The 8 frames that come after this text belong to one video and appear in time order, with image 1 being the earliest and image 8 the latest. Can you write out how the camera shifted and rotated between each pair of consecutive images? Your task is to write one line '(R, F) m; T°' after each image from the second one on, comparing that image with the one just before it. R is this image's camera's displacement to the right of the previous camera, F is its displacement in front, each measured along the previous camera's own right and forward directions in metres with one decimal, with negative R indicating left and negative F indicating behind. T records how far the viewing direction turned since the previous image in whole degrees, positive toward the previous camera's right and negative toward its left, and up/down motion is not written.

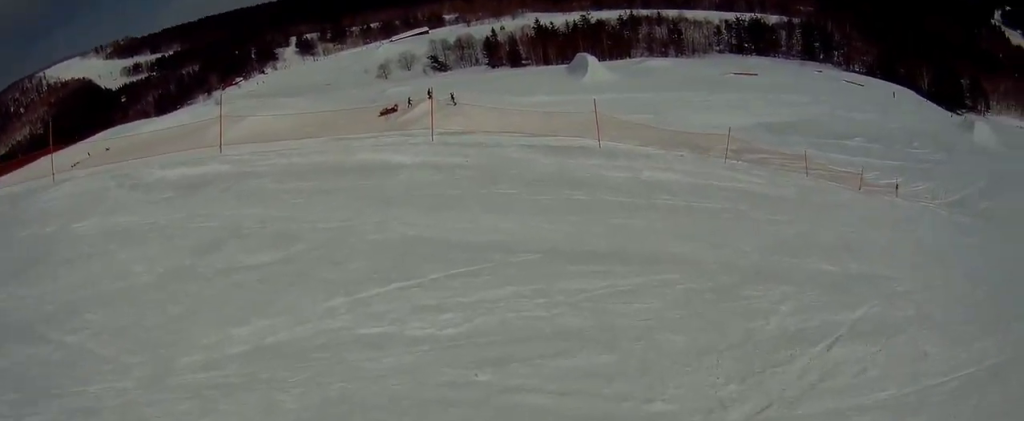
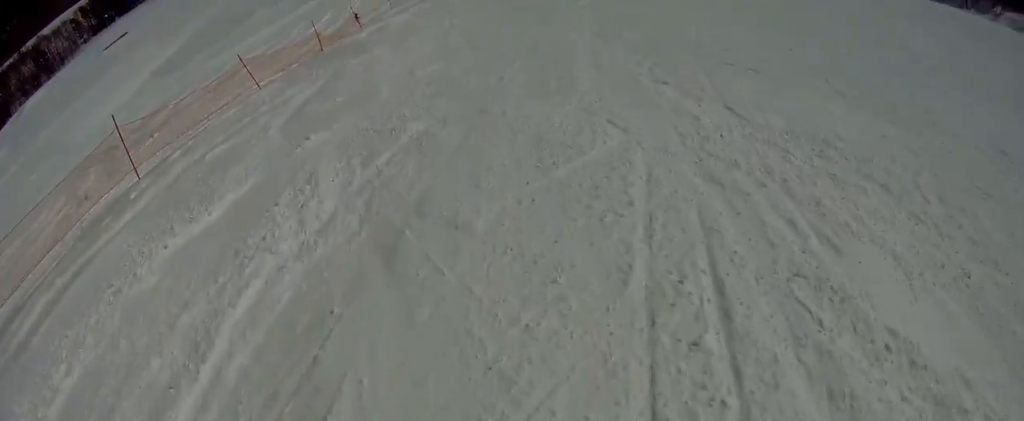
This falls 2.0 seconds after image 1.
(+5.3, +9.0) m; +42°
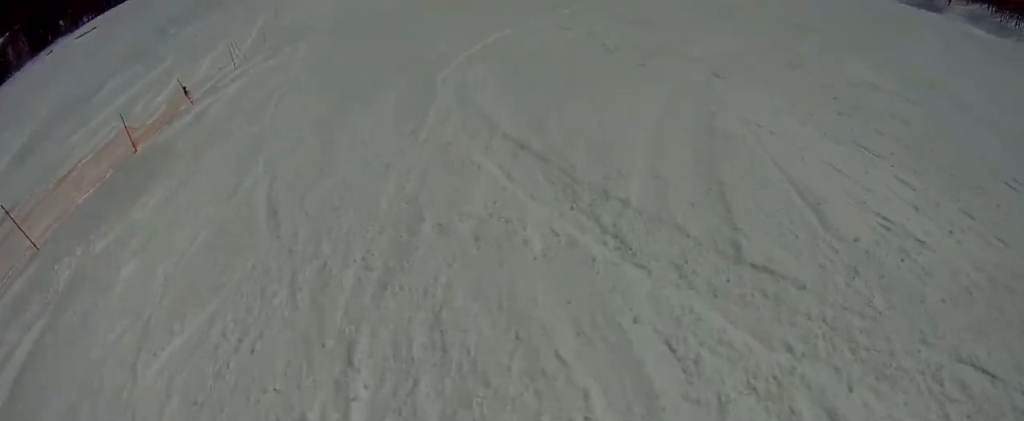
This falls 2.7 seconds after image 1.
(+0.2, +4.6) m; +1°
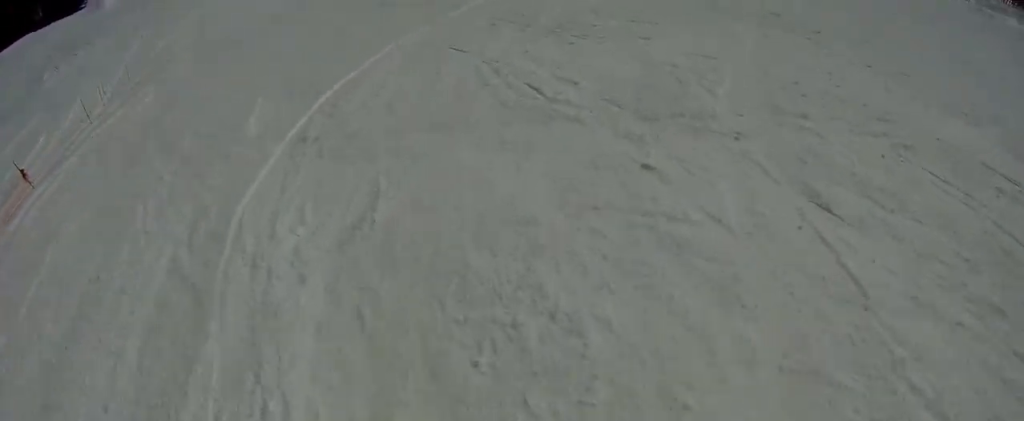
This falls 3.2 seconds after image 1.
(-0.6, +3.1) m; +4°
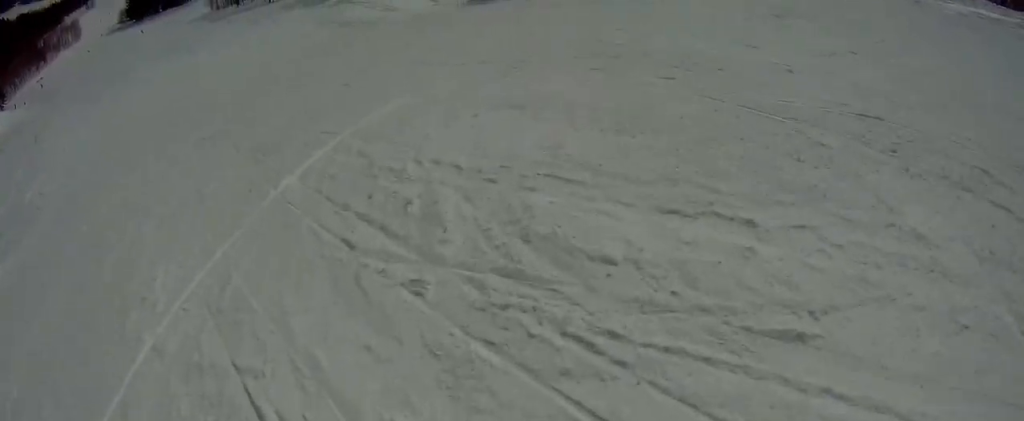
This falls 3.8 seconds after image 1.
(+0.3, +3.4) m; +11°
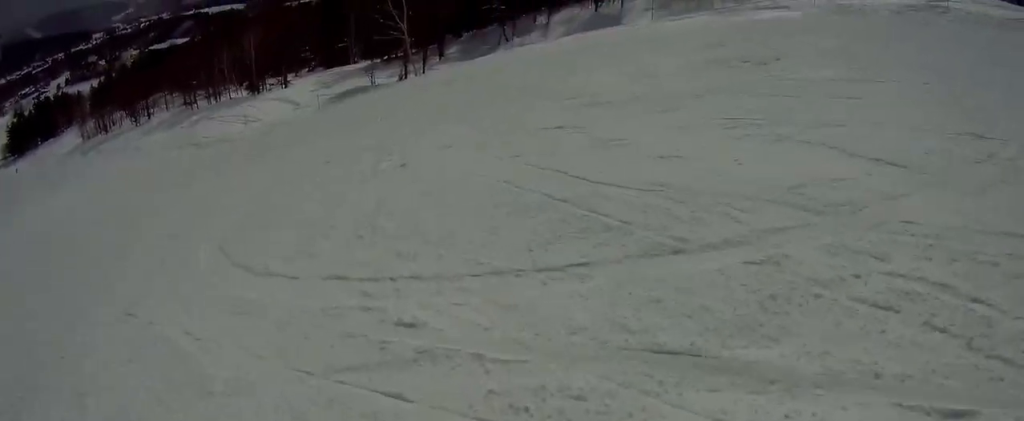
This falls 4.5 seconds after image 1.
(+0.5, +3.8) m; +17°
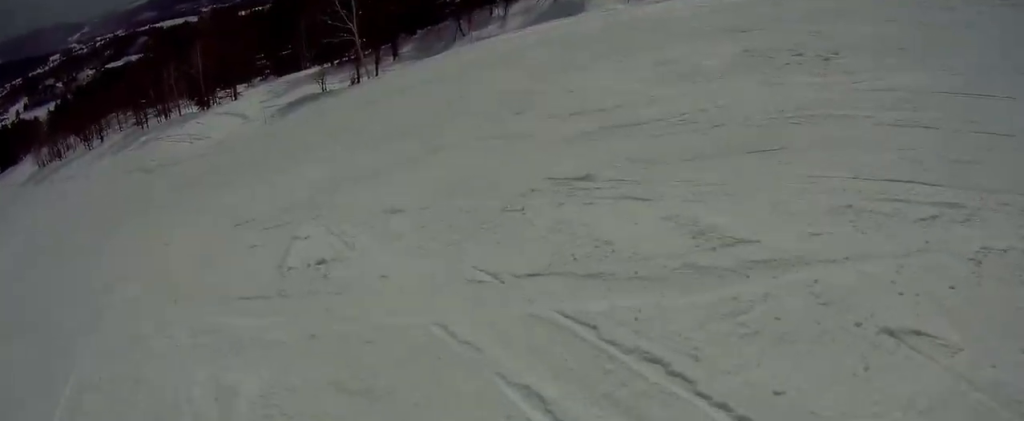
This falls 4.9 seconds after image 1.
(+0.4, +2.3) m; -2°
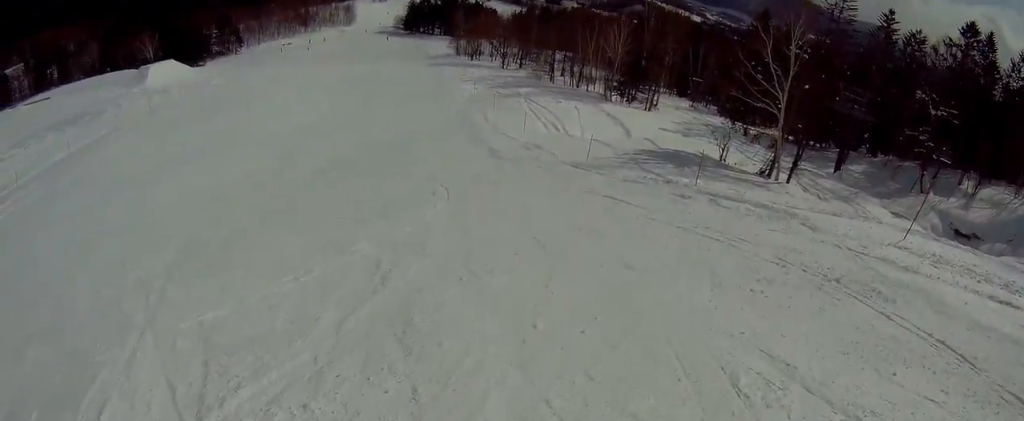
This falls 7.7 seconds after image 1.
(-6.0, +13.2) m; -53°
